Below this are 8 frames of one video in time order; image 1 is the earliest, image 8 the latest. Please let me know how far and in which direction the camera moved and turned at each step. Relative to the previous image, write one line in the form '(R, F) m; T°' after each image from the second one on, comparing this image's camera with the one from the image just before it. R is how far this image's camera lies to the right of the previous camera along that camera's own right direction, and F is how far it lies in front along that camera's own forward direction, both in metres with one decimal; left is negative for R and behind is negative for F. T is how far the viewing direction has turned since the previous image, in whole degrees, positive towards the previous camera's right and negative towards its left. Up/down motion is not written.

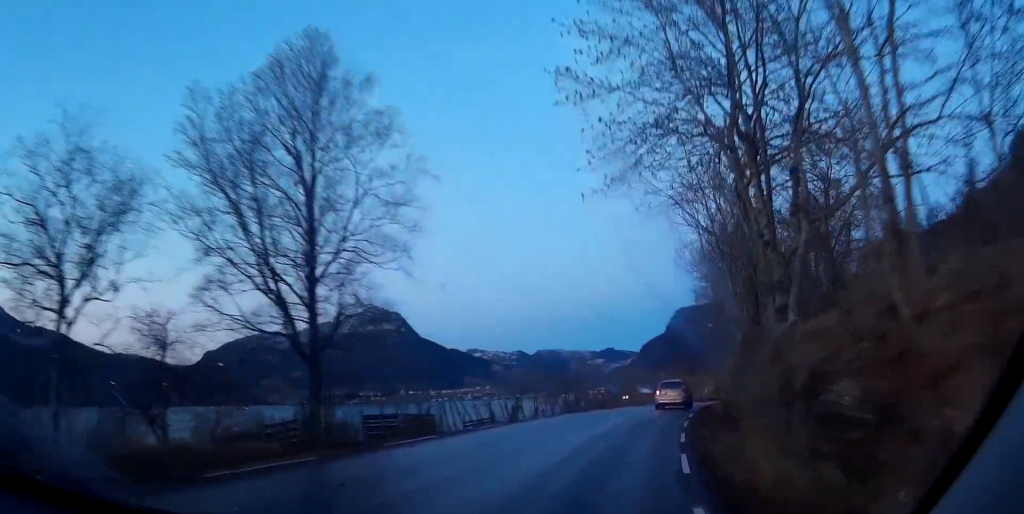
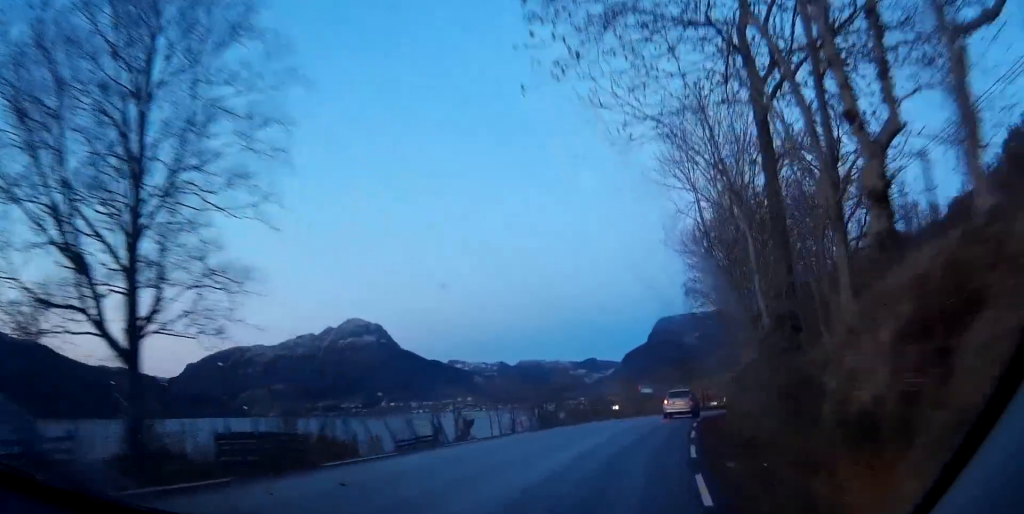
(0.0, +8.8) m; +1°
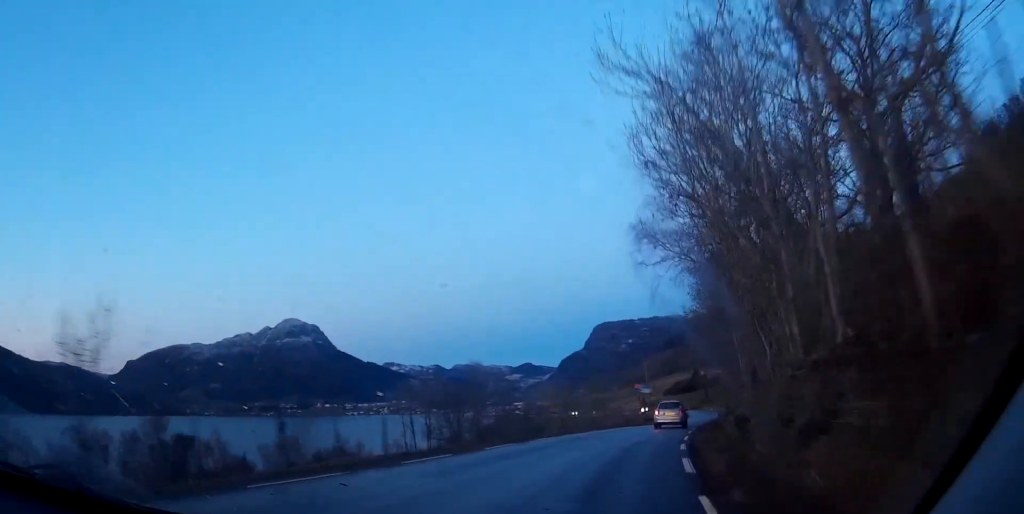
(+0.8, +20.6) m; +4°
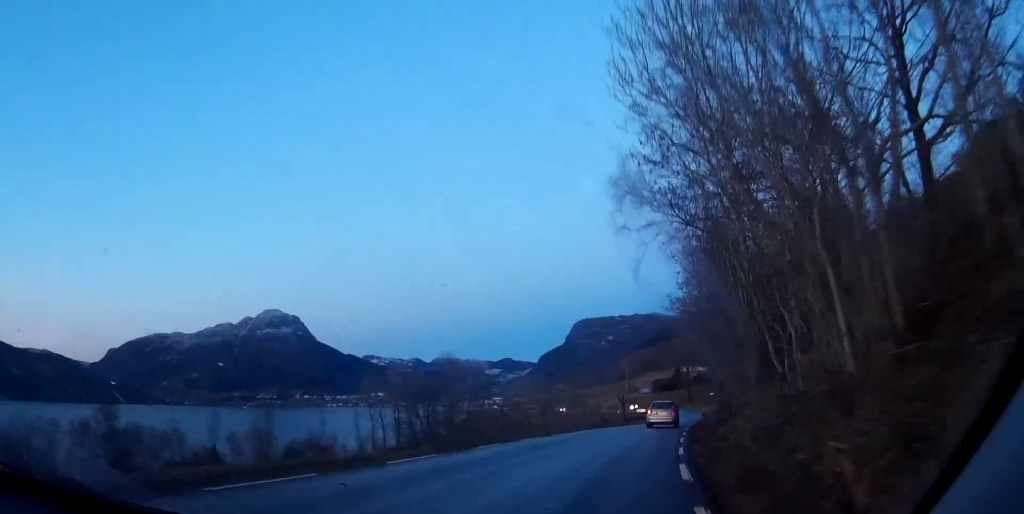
(+0.1, +7.0) m; +1°
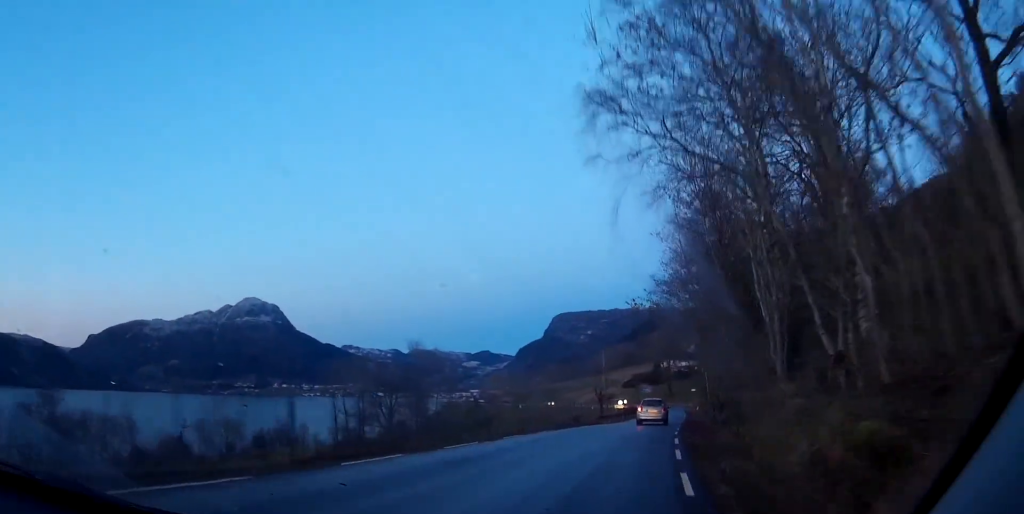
(+0.1, +8.0) m; +1°
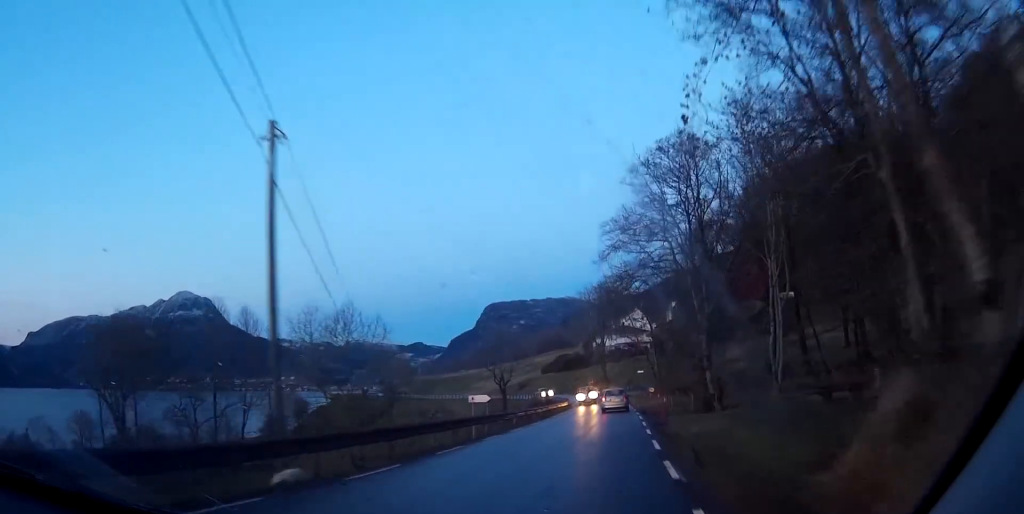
(+4.2, +53.8) m; +7°
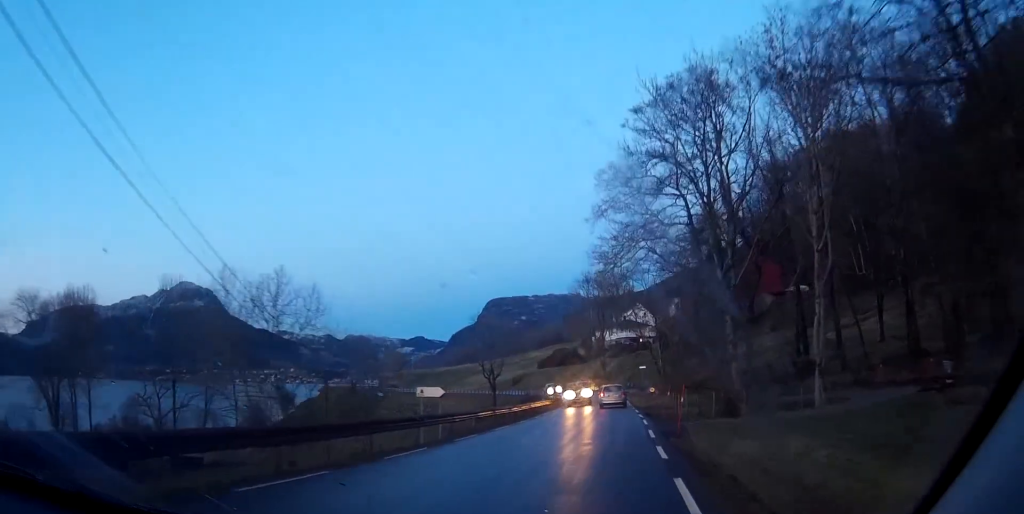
(0.0, +9.6) m; 0°
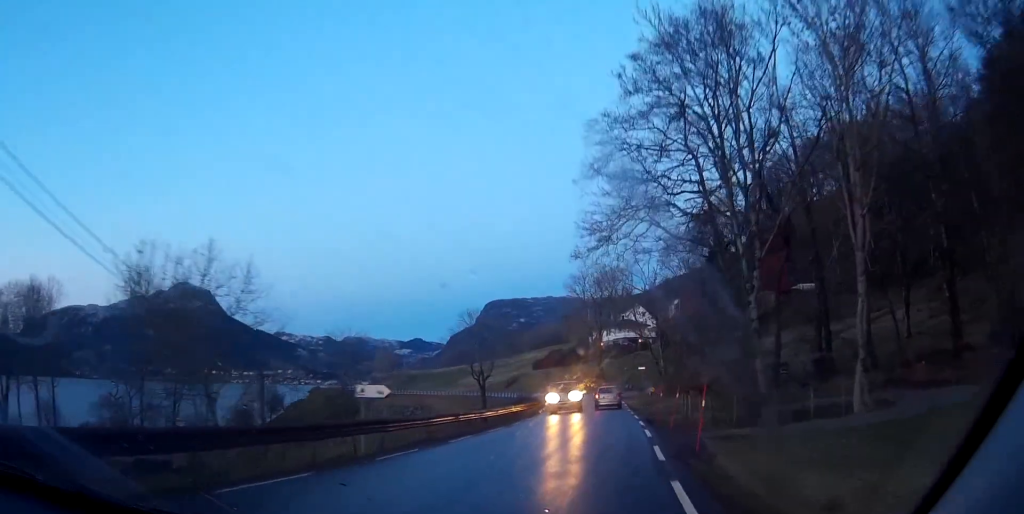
(0.0, +6.3) m; 0°
